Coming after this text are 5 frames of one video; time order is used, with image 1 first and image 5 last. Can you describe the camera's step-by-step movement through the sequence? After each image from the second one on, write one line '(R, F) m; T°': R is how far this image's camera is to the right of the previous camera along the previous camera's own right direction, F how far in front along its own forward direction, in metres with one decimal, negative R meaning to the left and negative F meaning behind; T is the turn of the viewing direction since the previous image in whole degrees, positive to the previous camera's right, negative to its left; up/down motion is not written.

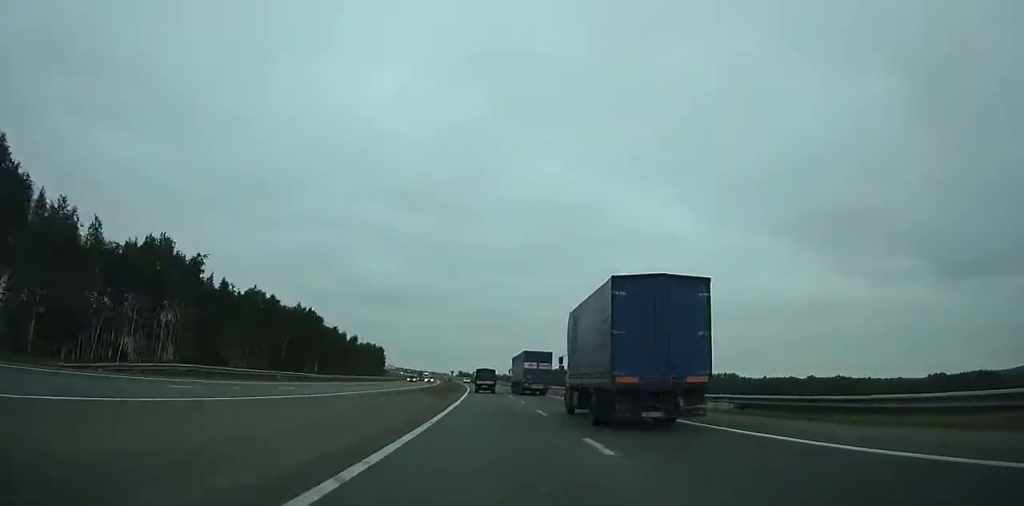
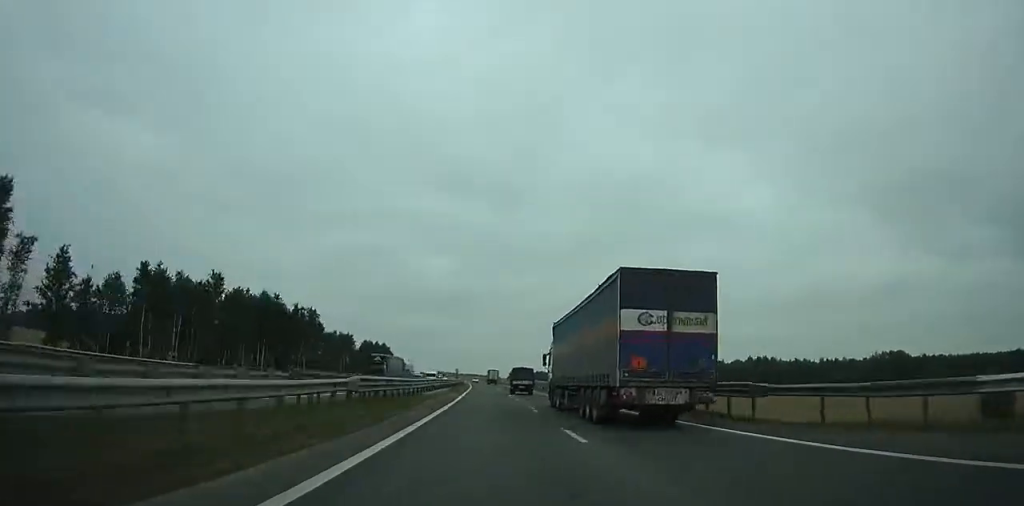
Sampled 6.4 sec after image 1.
(-8.6, +177.1) m; -5°
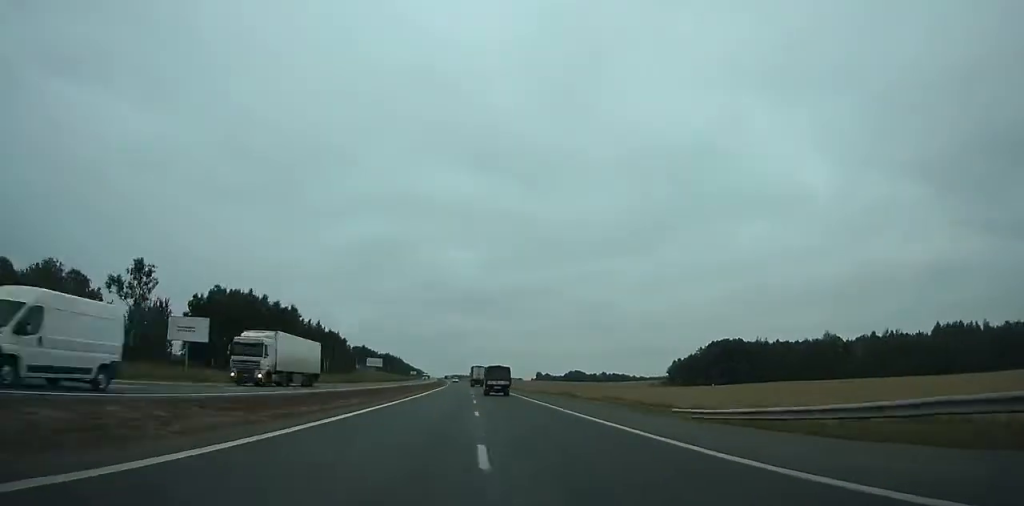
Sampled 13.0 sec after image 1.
(-5.5, +182.9) m; -3°
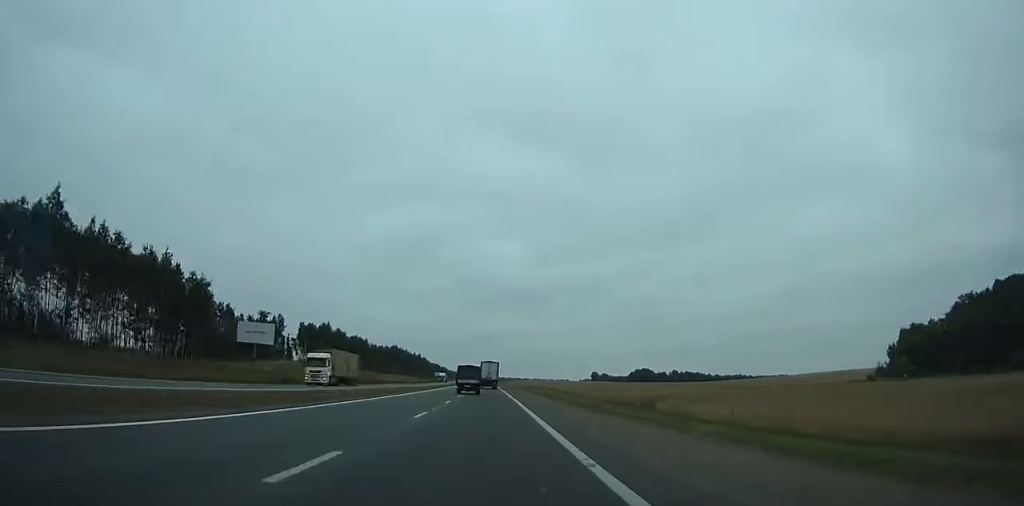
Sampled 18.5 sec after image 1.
(-3.6, +148.5) m; -3°
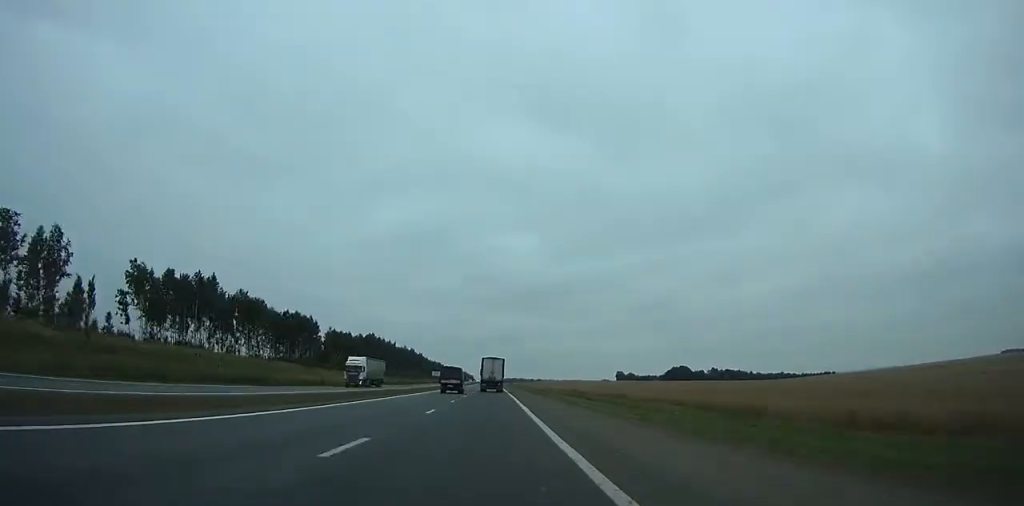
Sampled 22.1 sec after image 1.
(-1.4, +95.2) m; -1°
